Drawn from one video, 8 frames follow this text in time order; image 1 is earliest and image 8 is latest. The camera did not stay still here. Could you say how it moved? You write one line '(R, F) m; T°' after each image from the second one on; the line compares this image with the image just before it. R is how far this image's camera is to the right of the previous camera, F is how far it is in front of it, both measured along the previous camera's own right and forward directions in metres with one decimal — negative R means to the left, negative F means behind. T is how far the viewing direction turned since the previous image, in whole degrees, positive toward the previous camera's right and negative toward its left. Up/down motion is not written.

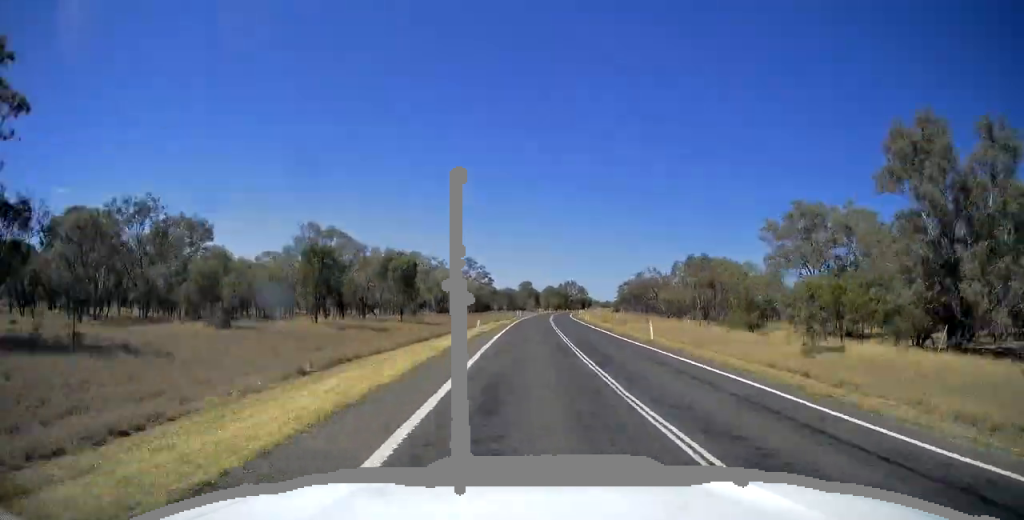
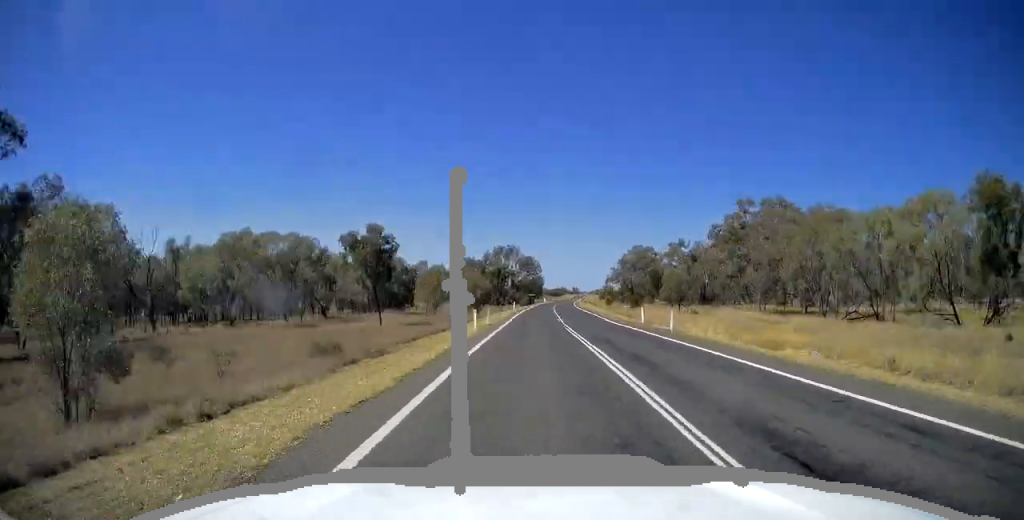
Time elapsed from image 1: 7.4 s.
(+13.0, +206.2) m; +6°
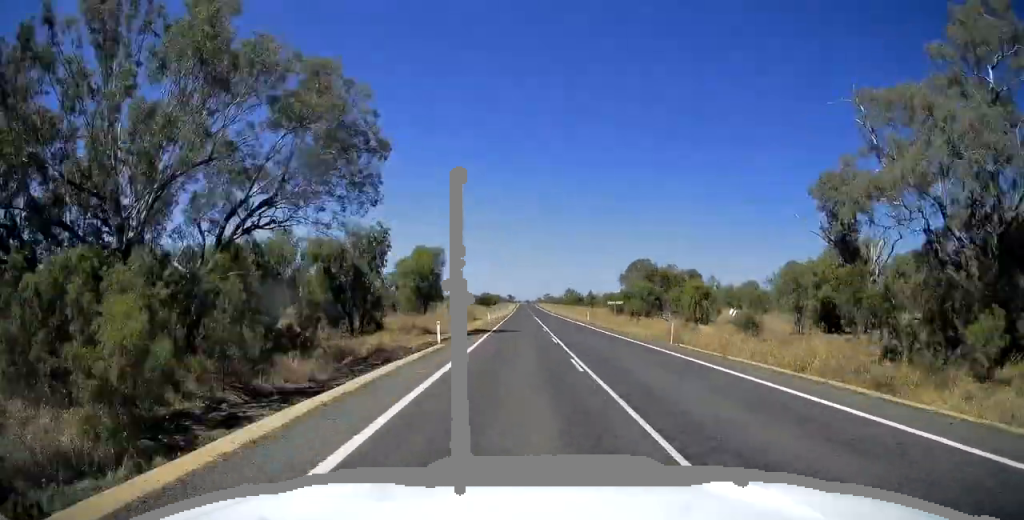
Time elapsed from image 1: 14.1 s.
(+7.8, +188.8) m; +3°
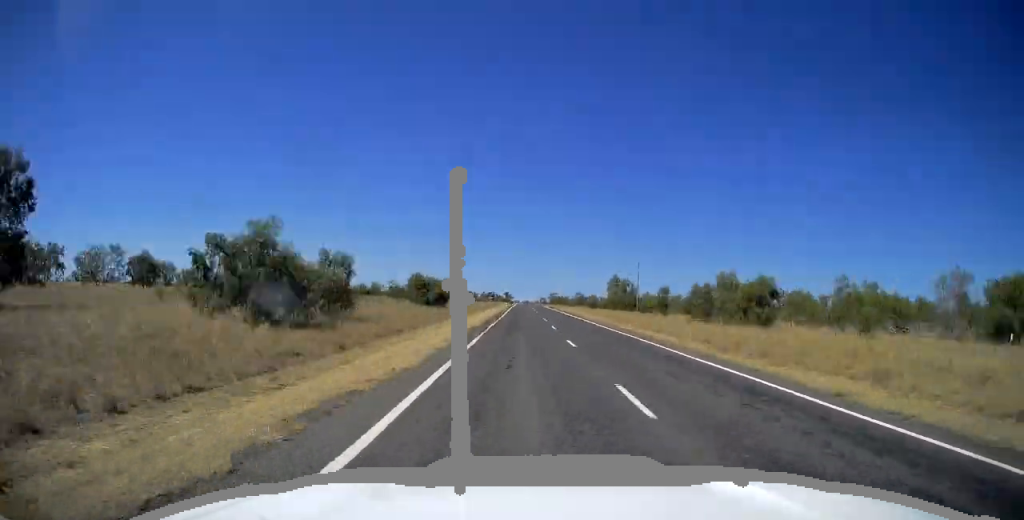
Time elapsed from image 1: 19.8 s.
(+2.5, +162.0) m; +1°
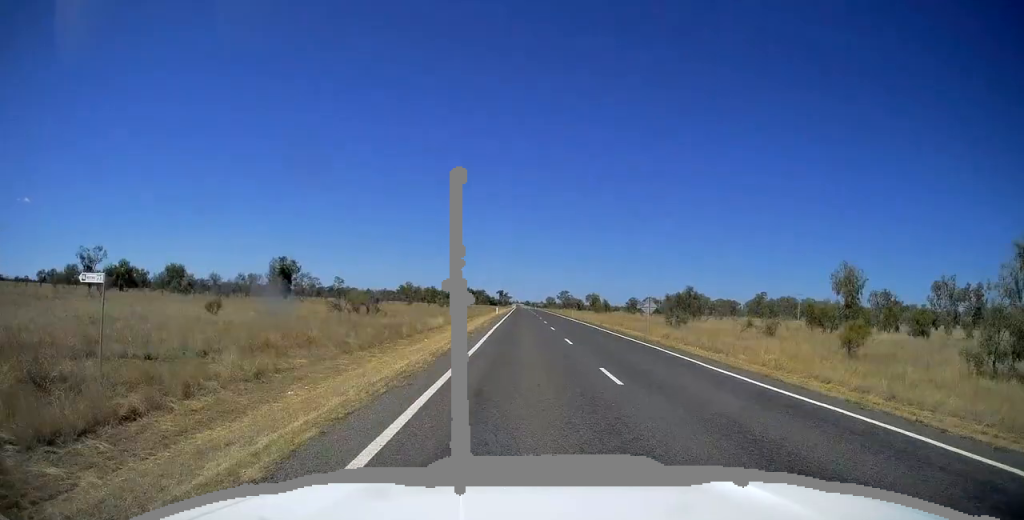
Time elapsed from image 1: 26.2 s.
(+0.6, +180.1) m; 0°
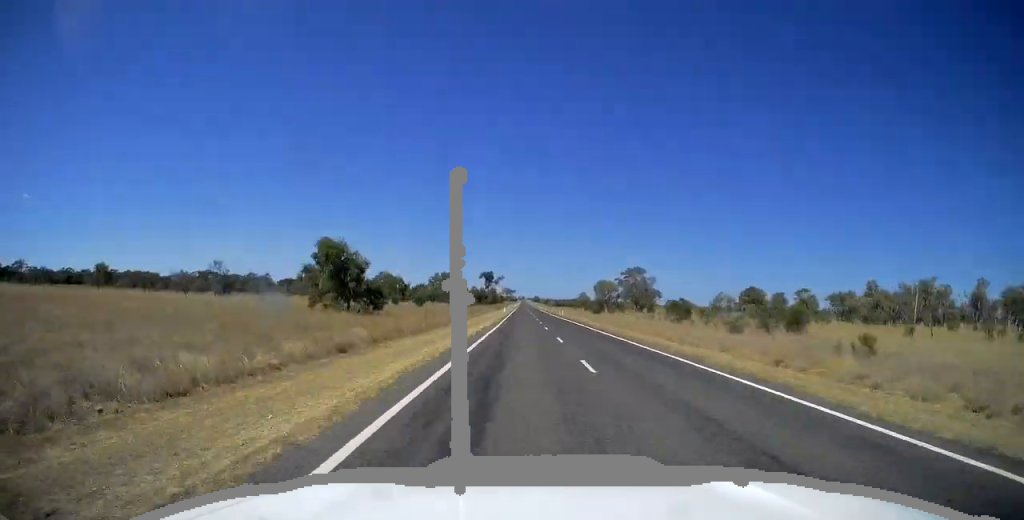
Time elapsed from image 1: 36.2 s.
(-1.0, +279.1) m; 0°
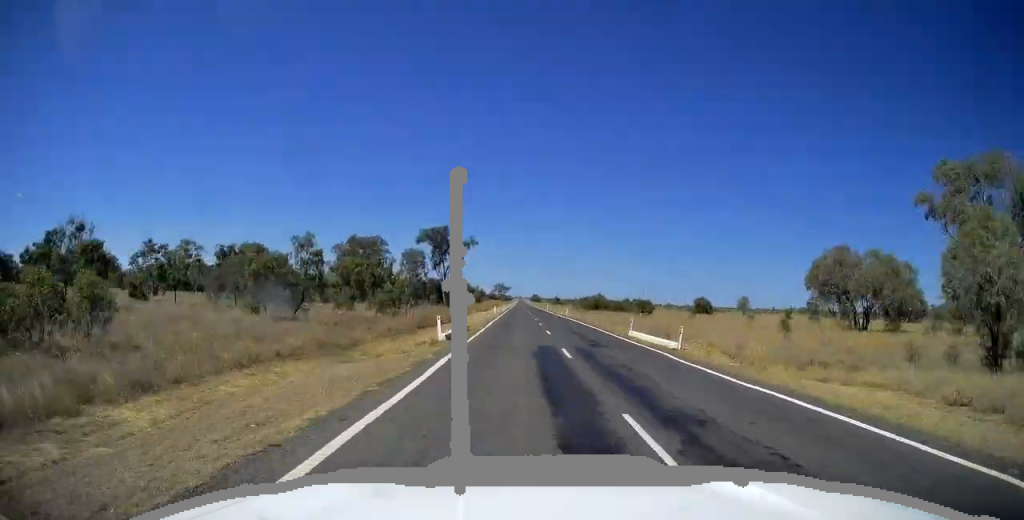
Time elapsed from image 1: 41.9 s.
(-0.1, +161.9) m; 0°
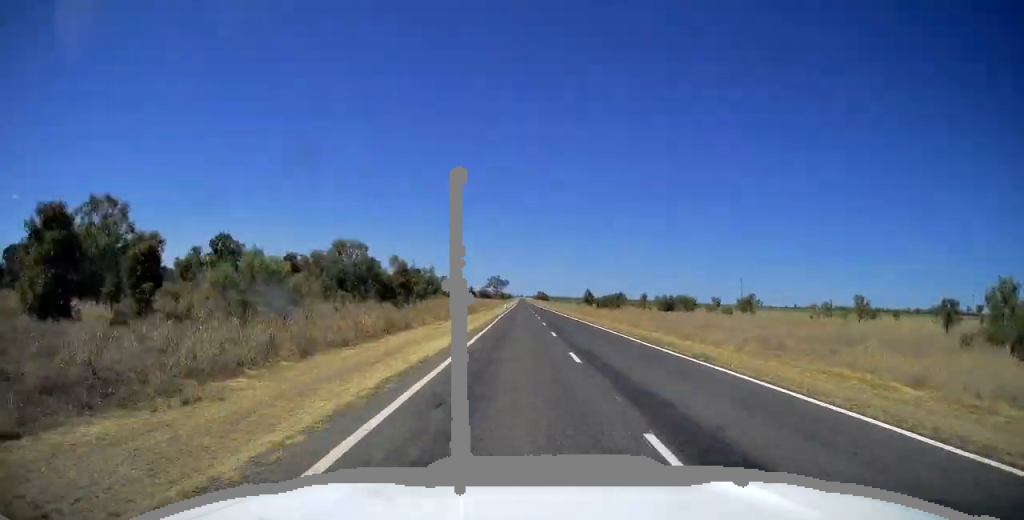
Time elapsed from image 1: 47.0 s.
(0.0, +143.8) m; 0°
